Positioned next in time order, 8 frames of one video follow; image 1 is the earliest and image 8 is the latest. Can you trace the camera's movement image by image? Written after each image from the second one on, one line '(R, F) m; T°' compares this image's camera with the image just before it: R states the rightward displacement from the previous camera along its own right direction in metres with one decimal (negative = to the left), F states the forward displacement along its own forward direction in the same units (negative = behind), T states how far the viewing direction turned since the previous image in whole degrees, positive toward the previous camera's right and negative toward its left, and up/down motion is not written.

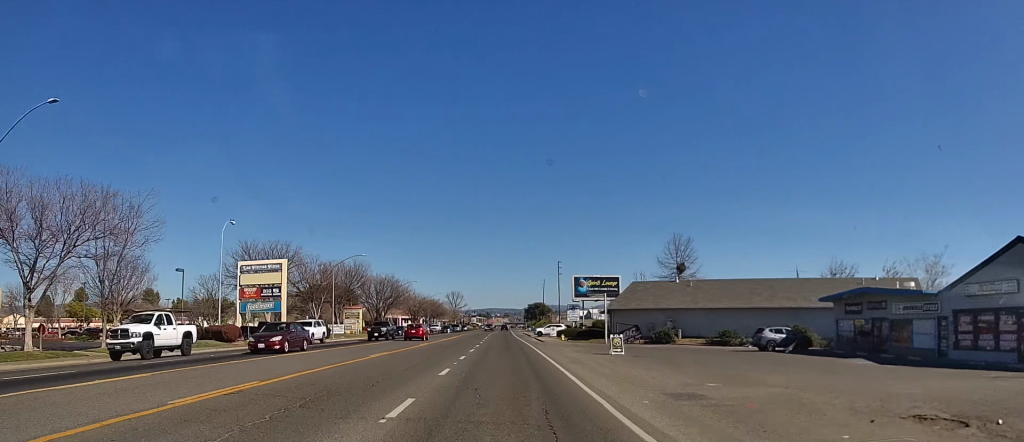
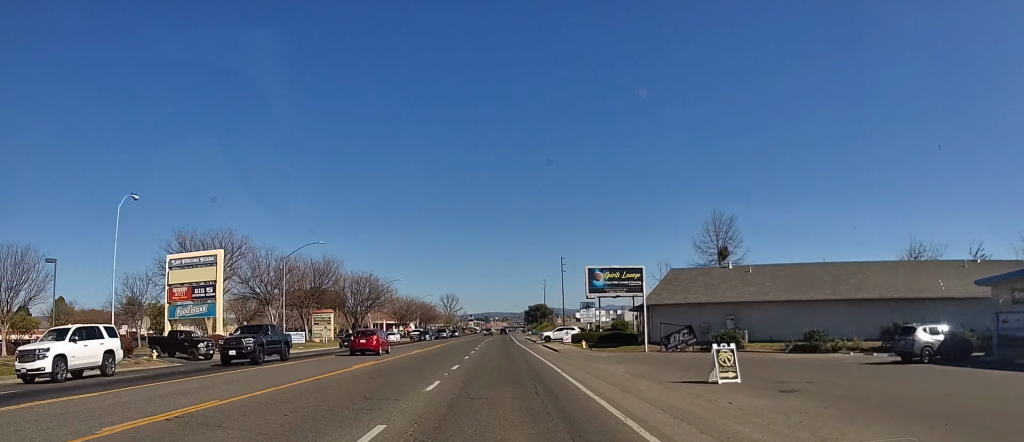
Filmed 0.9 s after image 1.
(0.0, +16.9) m; +1°
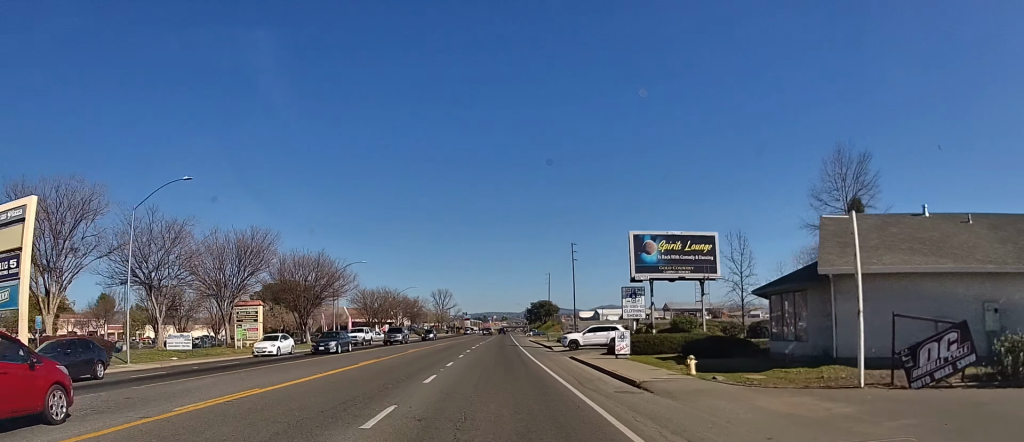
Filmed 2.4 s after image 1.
(+0.3, +26.8) m; +1°
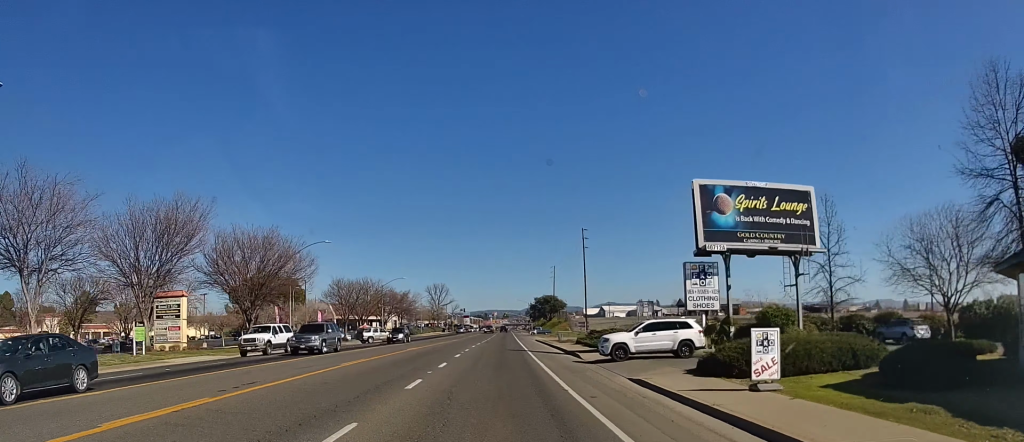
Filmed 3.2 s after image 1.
(0.0, +16.5) m; 0°
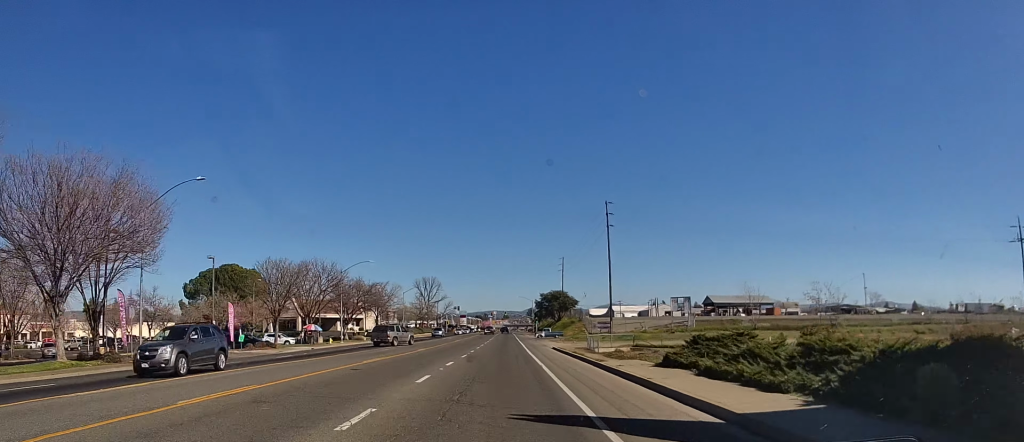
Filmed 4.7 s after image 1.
(0.0, +26.9) m; 0°
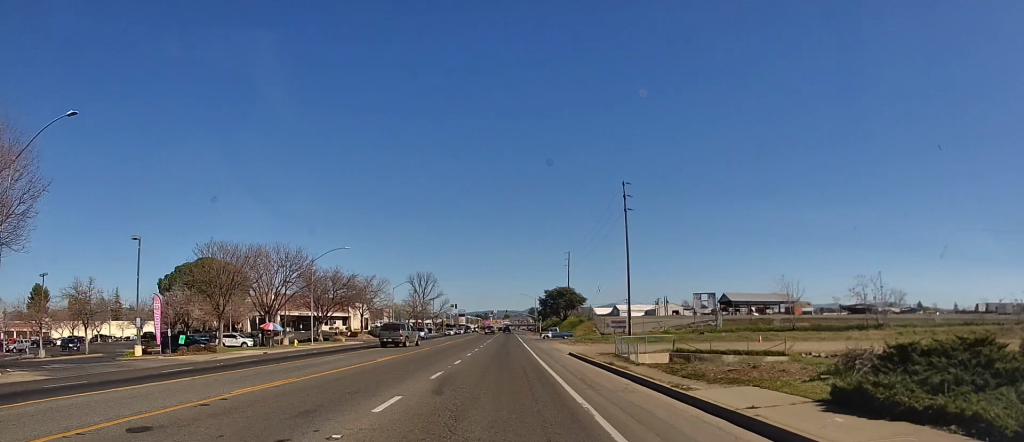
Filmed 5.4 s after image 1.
(0.0, +12.7) m; 0°
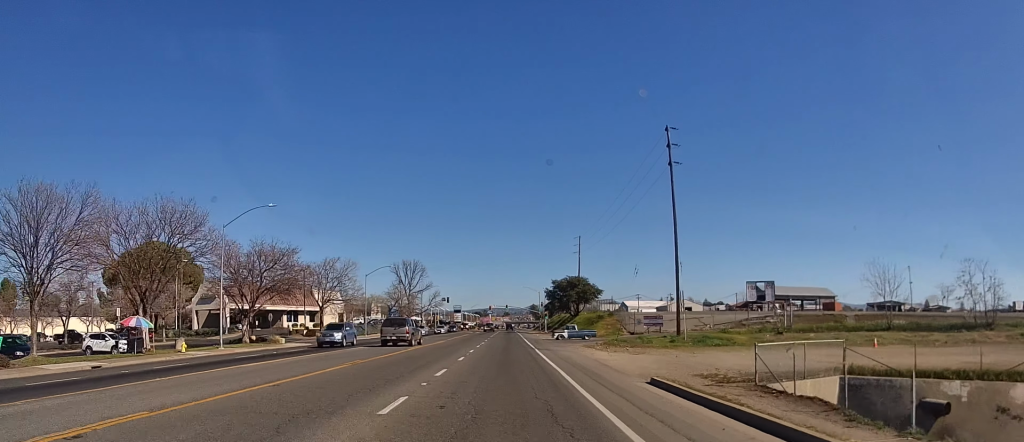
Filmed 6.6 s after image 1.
(0.0, +22.5) m; 0°
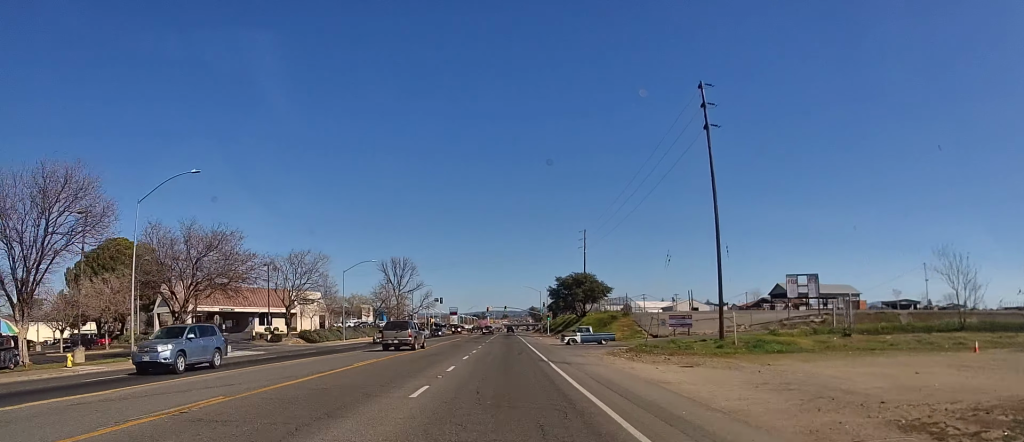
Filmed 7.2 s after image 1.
(+0.1, +12.0) m; 0°
